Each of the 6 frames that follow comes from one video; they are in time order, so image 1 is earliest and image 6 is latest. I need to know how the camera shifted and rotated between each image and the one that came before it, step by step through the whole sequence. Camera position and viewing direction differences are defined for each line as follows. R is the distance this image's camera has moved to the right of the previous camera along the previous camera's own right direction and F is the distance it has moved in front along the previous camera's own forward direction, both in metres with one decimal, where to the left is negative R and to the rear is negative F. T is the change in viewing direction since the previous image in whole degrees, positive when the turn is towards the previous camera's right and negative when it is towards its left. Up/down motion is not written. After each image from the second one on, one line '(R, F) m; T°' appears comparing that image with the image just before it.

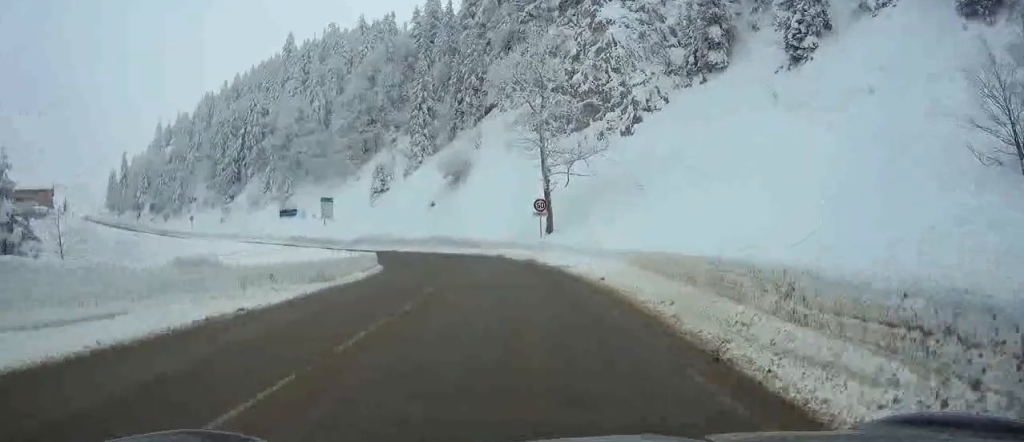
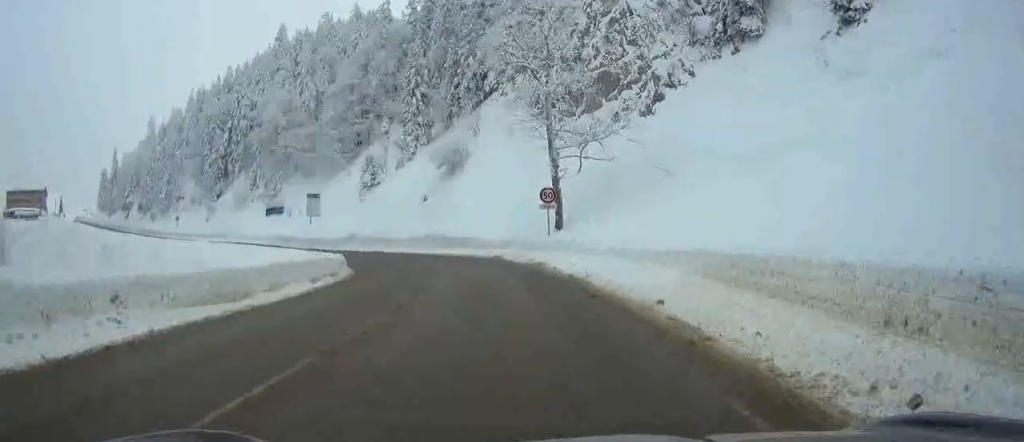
(0.0, +7.6) m; 0°
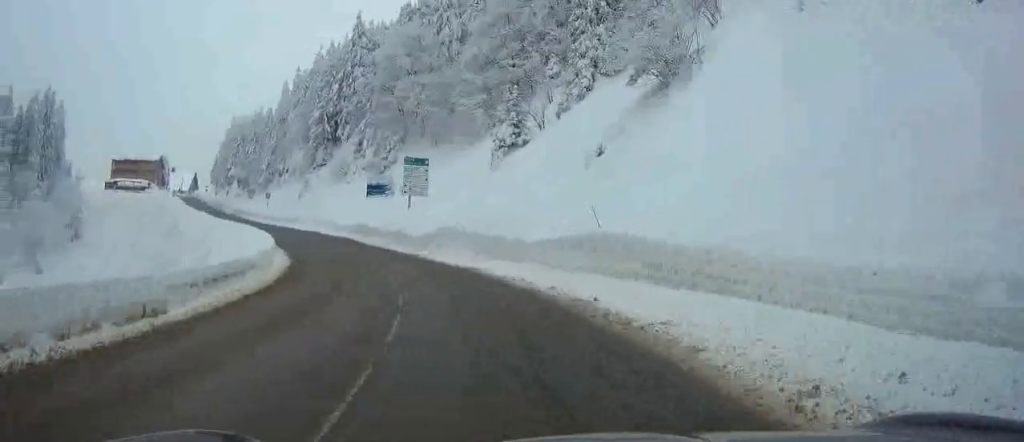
(-4.3, +33.7) m; -16°
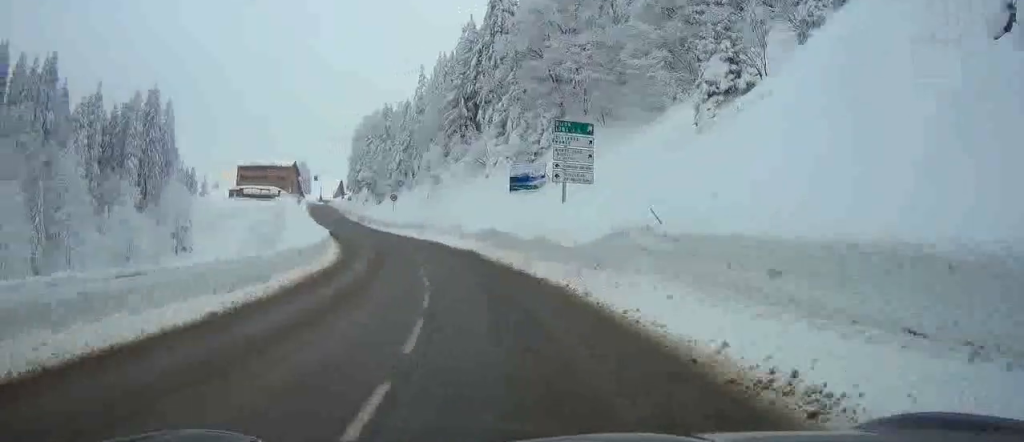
(-1.0, +17.6) m; -10°
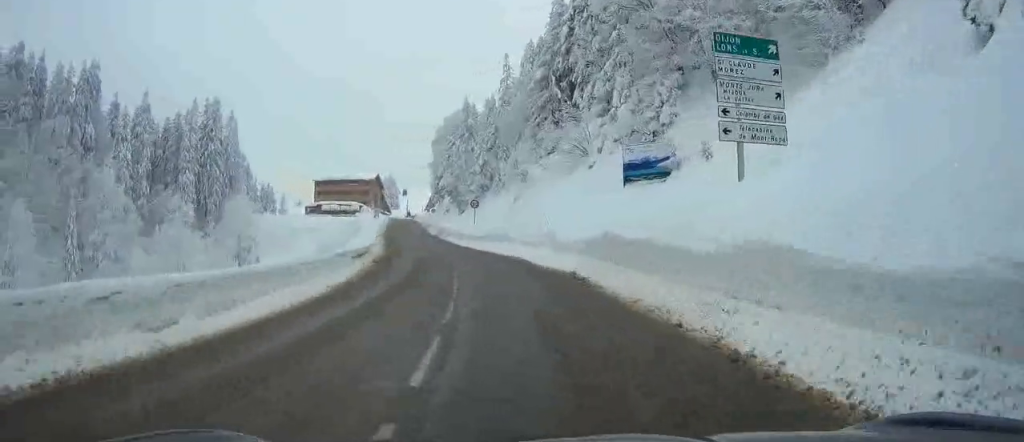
(-1.6, +14.1) m; -9°
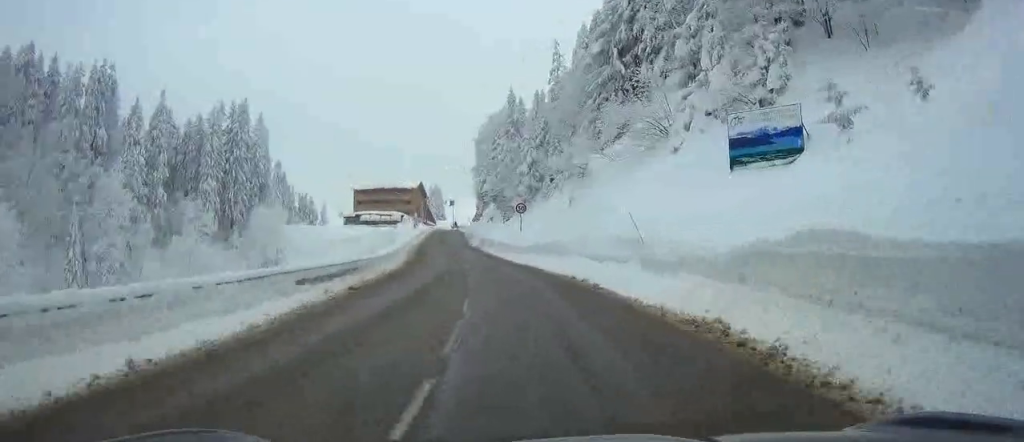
(-0.3, +10.2) m; -4°
